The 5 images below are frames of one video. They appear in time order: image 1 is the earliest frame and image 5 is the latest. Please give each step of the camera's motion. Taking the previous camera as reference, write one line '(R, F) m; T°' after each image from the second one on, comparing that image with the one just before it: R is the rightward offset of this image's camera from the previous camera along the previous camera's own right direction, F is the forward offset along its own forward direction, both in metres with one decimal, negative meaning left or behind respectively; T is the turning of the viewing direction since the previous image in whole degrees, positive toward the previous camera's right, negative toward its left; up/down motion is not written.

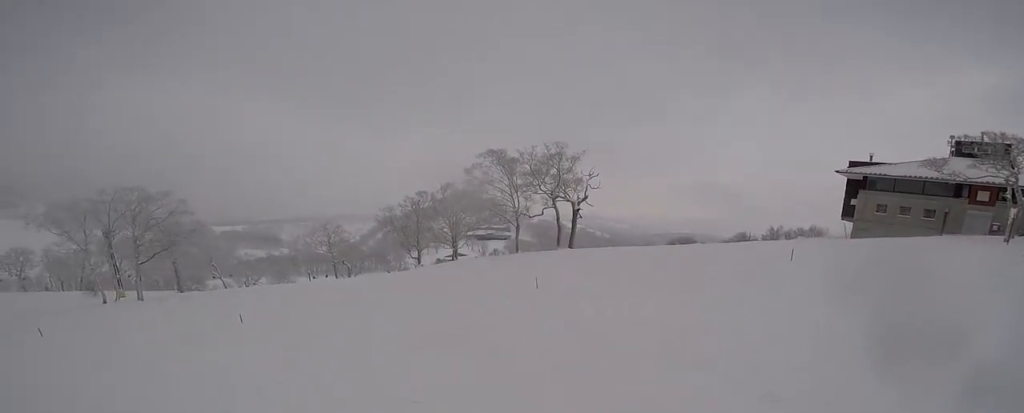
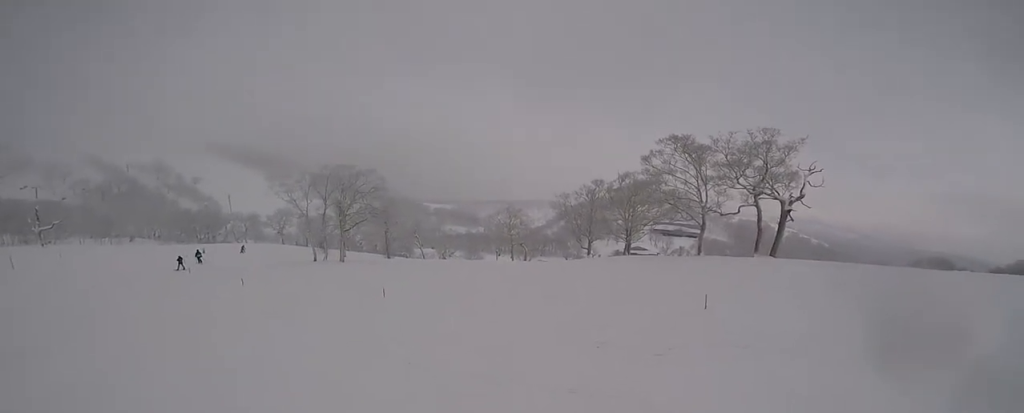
(-0.2, +4.1) m; -33°
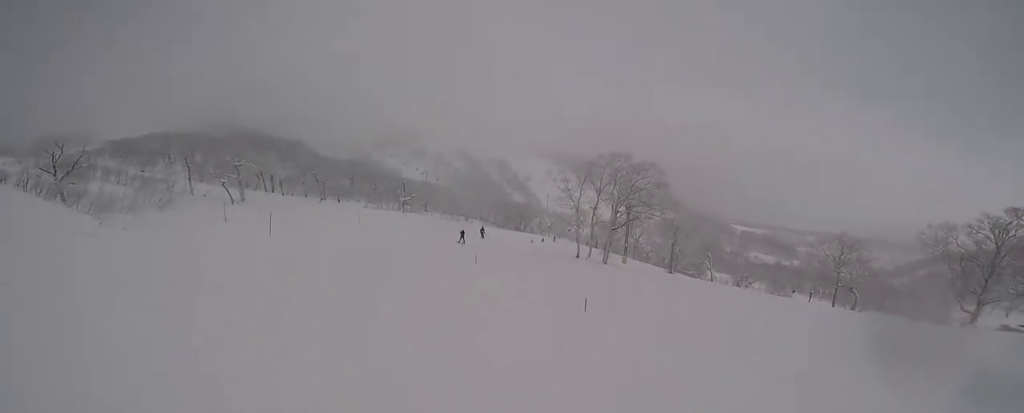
(-2.7, +9.3) m; -32°
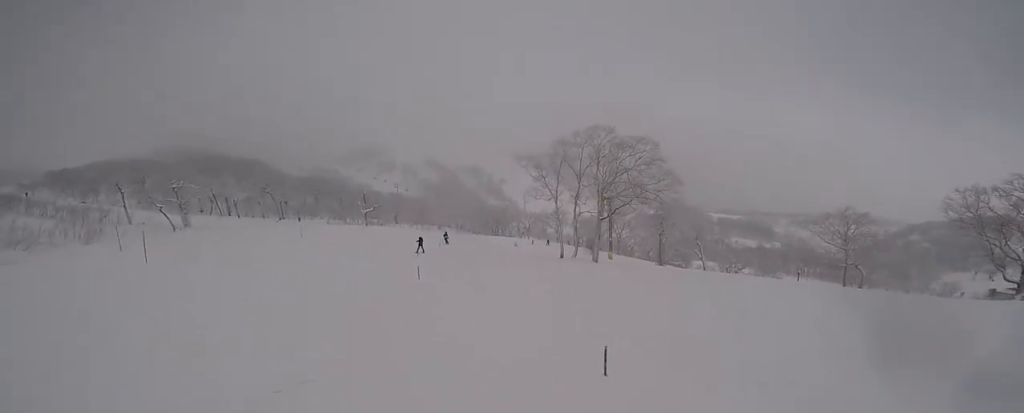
(-1.3, +6.0) m; -12°
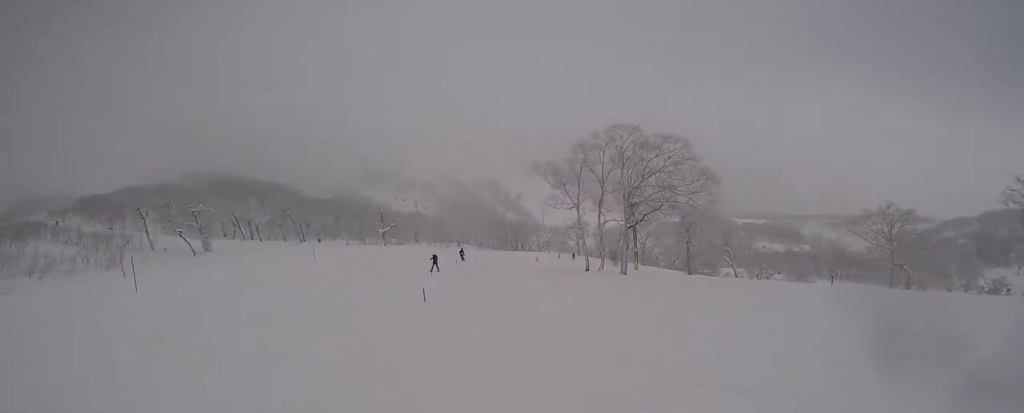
(-0.4, +2.1) m; +4°
